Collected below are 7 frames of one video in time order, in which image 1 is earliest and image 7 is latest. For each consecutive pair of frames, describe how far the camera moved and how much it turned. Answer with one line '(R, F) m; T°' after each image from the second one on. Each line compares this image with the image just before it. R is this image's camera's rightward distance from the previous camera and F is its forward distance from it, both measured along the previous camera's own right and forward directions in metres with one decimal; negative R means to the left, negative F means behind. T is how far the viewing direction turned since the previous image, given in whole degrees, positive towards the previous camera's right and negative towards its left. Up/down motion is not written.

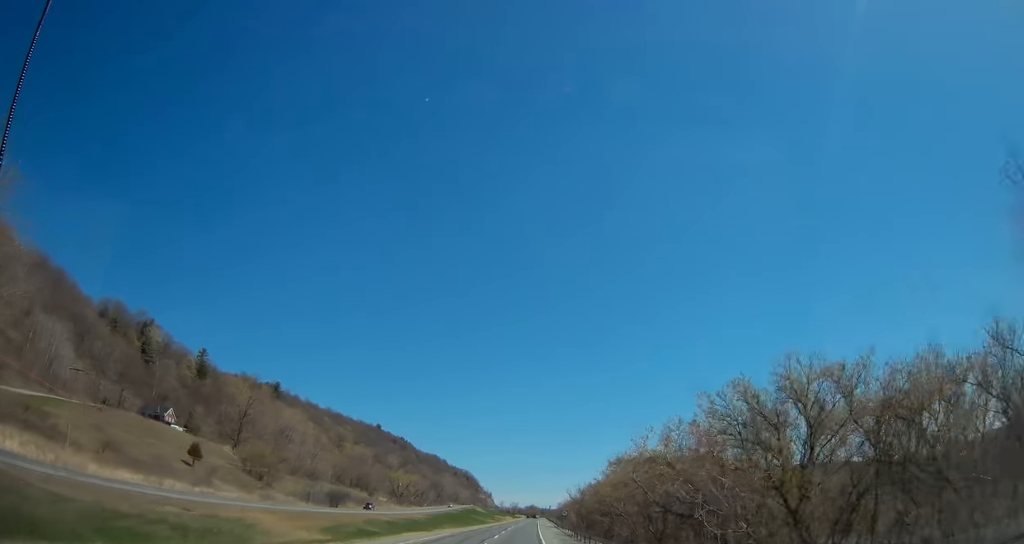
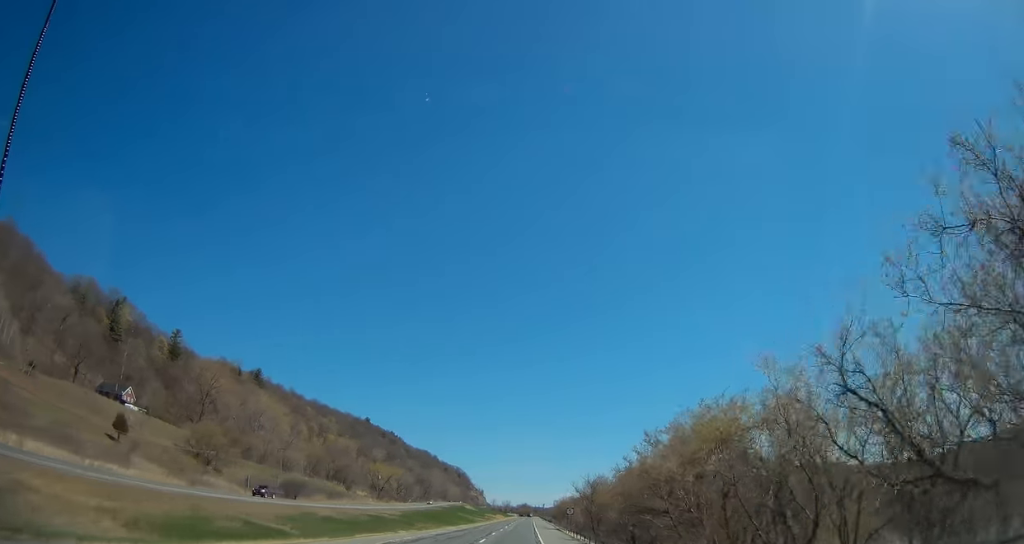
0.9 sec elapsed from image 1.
(+0.1, +21.4) m; 0°
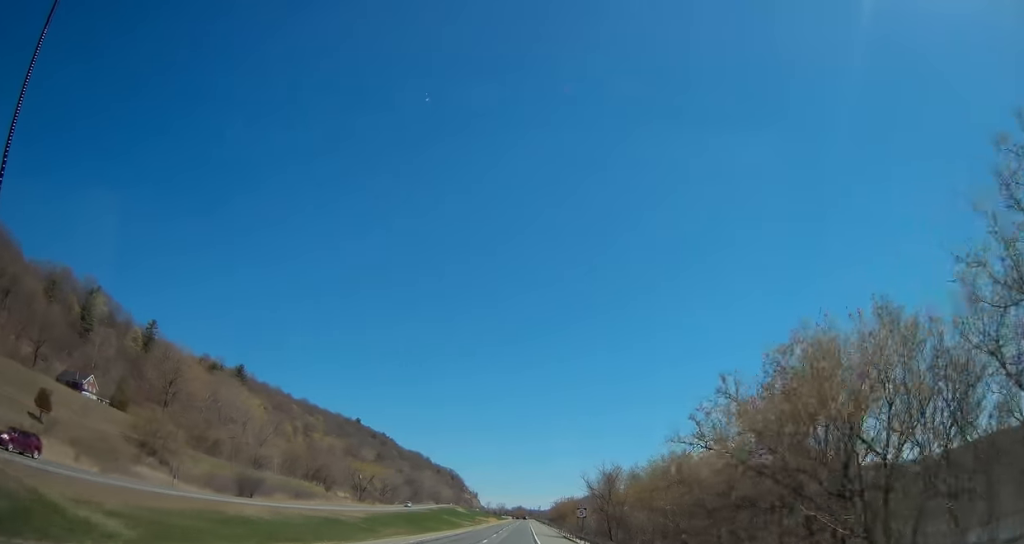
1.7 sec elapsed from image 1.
(+0.1, +16.1) m; 0°
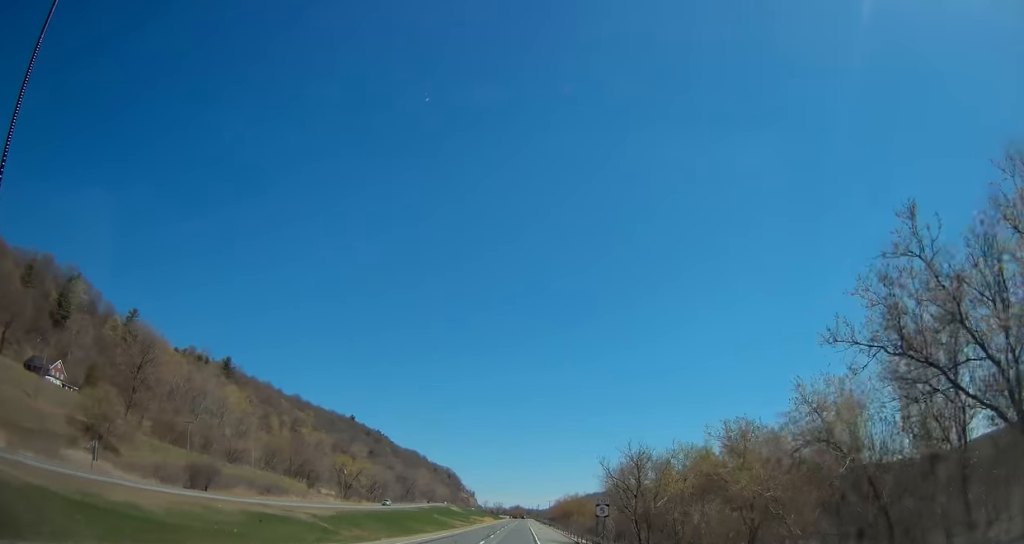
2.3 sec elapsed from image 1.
(0.0, +13.1) m; 0°
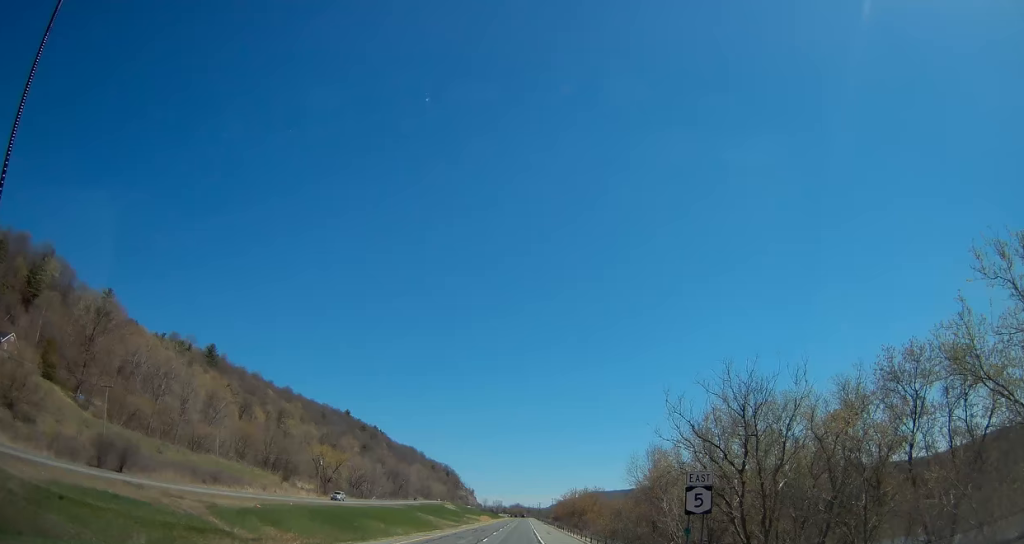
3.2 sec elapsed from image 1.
(+0.1, +19.0) m; 0°
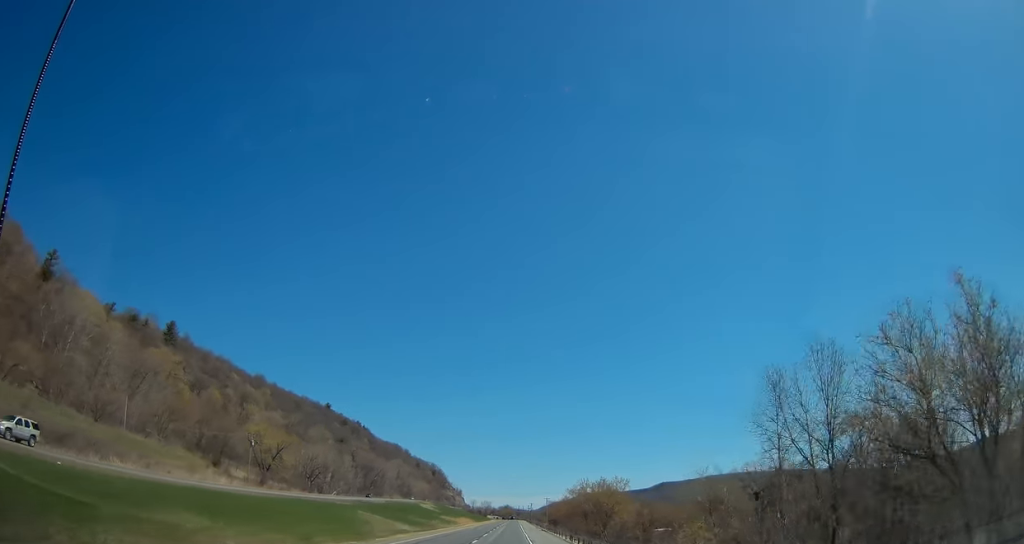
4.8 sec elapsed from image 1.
(+0.2, +35.1) m; 0°
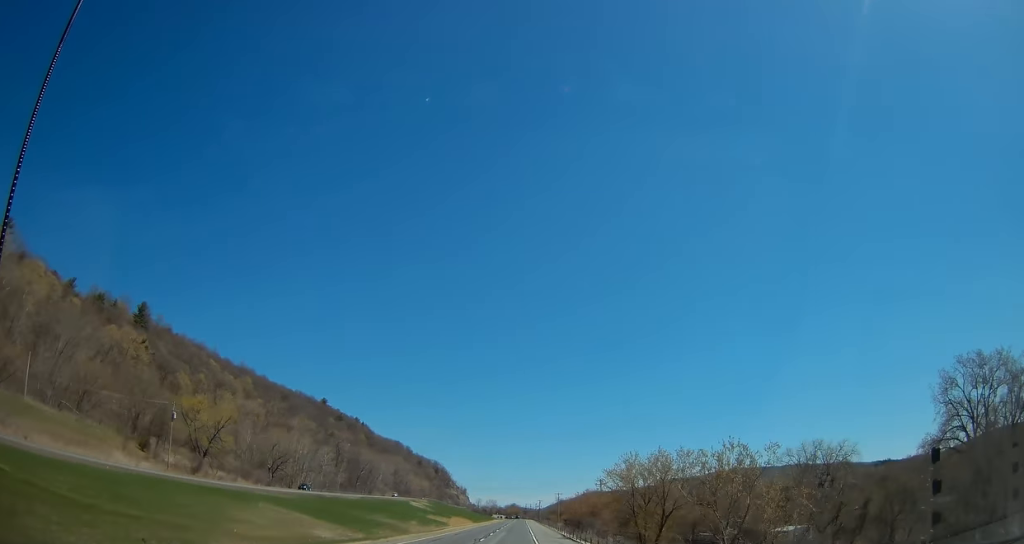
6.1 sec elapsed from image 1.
(-0.2, +32.2) m; -1°
